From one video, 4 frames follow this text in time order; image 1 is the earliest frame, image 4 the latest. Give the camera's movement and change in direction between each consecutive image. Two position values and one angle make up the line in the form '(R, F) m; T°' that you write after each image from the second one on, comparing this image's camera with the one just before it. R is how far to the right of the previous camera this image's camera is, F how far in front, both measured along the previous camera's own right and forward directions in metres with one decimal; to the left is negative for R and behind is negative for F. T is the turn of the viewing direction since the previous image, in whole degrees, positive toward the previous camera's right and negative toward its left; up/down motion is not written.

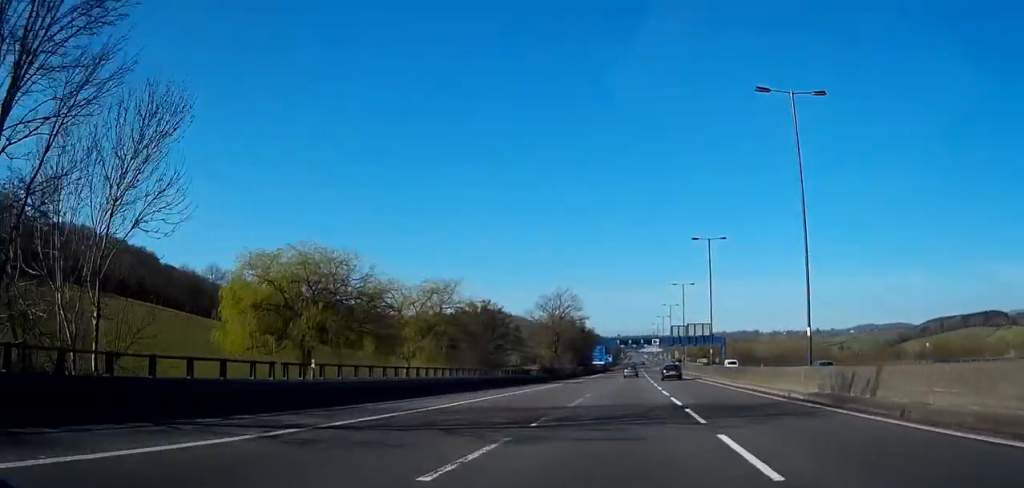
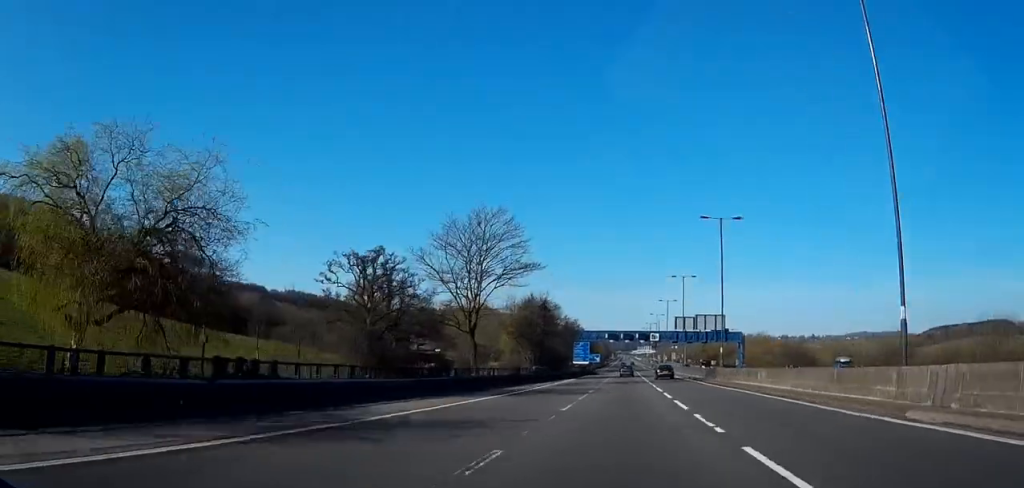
(+0.6, +51.6) m; +1°
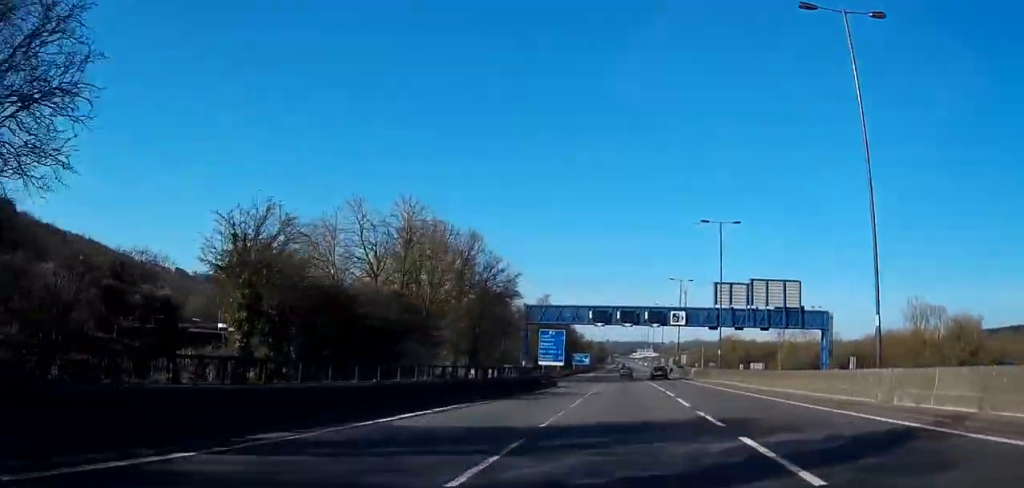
(0.0, +80.1) m; 0°
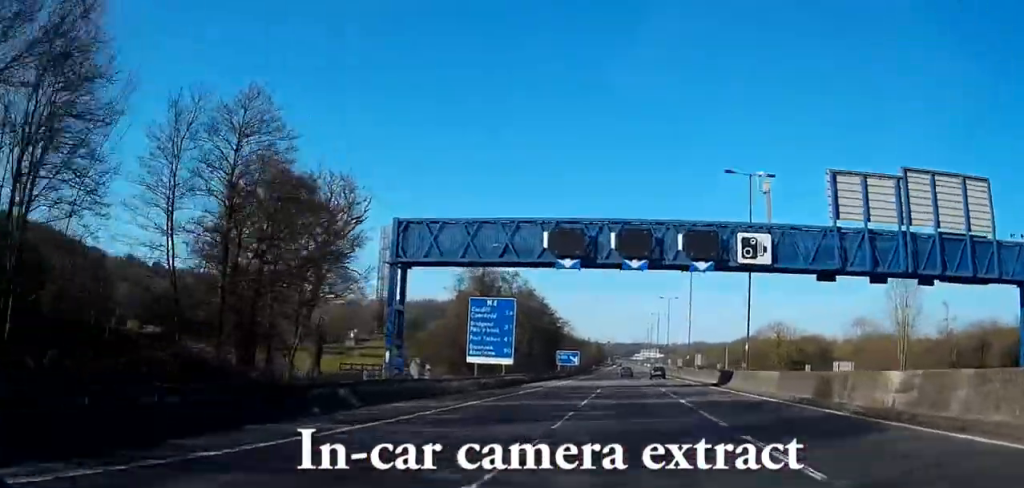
(-0.2, +57.4) m; 0°
